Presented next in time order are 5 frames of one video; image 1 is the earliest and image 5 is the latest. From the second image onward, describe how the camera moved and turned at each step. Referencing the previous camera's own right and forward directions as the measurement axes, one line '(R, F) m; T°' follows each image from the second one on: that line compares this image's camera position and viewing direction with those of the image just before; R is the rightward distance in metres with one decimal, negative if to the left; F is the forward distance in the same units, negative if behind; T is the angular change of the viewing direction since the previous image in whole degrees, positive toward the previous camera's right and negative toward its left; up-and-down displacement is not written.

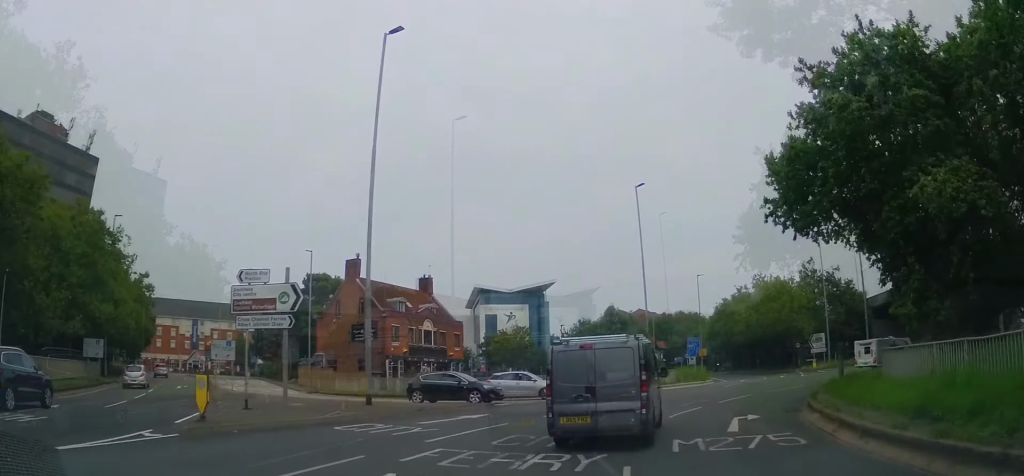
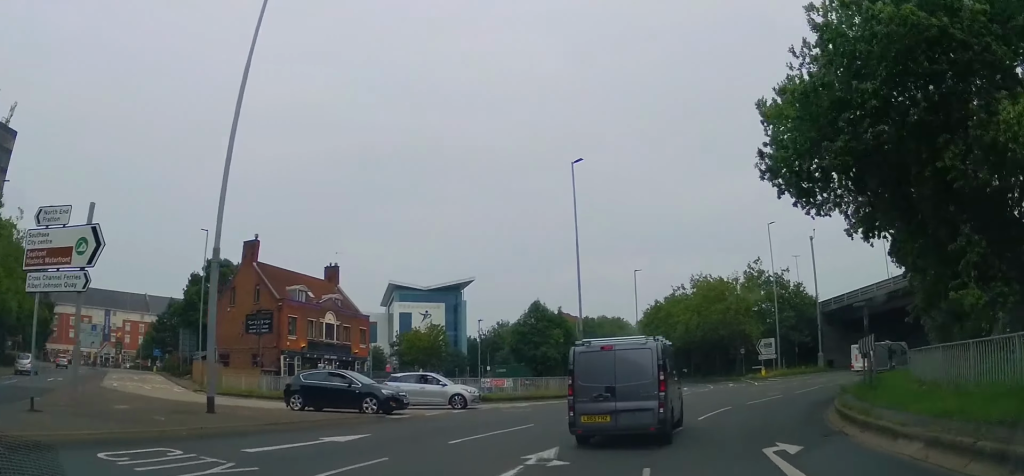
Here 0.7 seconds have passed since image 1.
(+0.1, +7.3) m; +7°
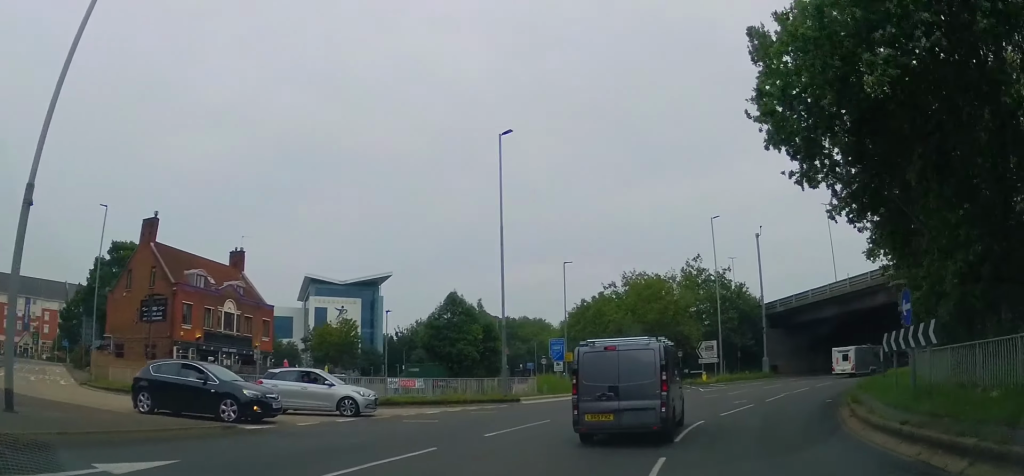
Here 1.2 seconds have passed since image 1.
(+0.3, +5.4) m; +9°
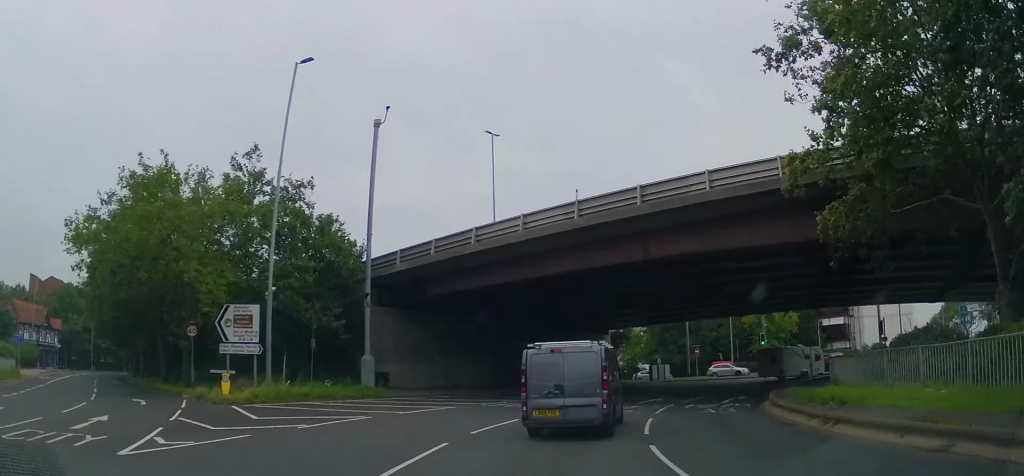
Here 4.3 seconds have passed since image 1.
(+12.3, +28.4) m; +42°
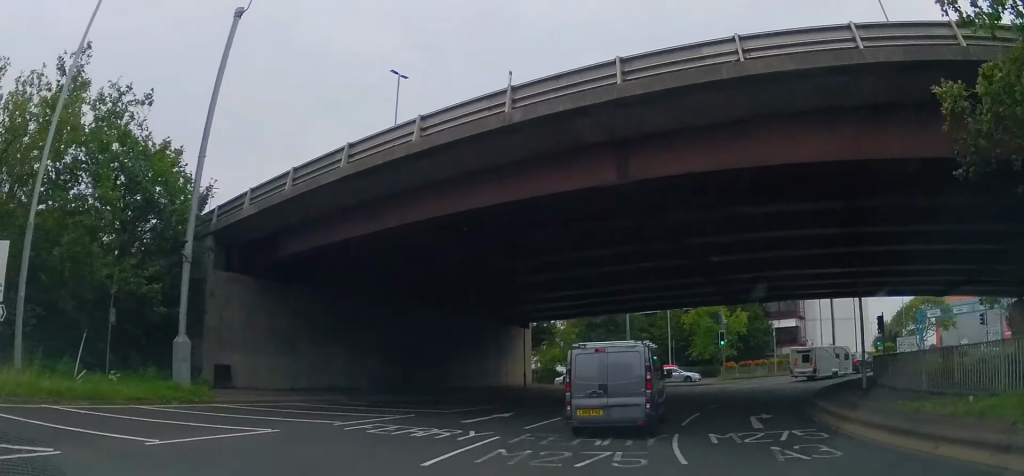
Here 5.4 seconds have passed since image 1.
(+1.2, +10.3) m; +8°
